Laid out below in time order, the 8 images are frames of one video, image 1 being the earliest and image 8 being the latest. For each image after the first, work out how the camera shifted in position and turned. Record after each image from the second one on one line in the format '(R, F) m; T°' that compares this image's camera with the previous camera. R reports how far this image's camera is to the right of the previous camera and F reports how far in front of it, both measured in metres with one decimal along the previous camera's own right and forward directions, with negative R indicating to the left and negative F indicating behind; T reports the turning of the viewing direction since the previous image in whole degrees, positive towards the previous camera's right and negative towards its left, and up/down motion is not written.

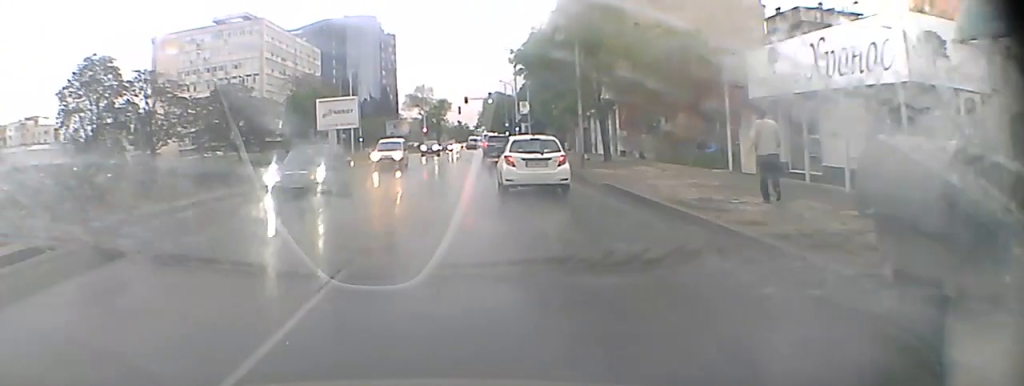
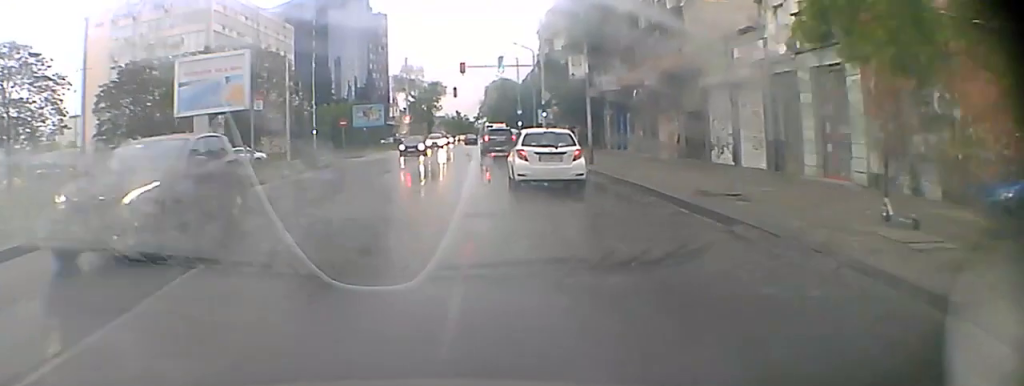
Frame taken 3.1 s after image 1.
(-0.4, +31.2) m; -2°
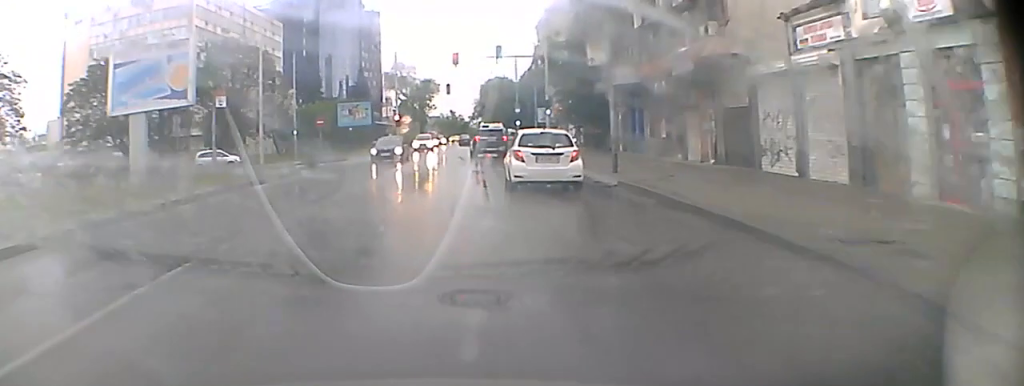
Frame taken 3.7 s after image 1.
(-0.1, +5.9) m; -1°
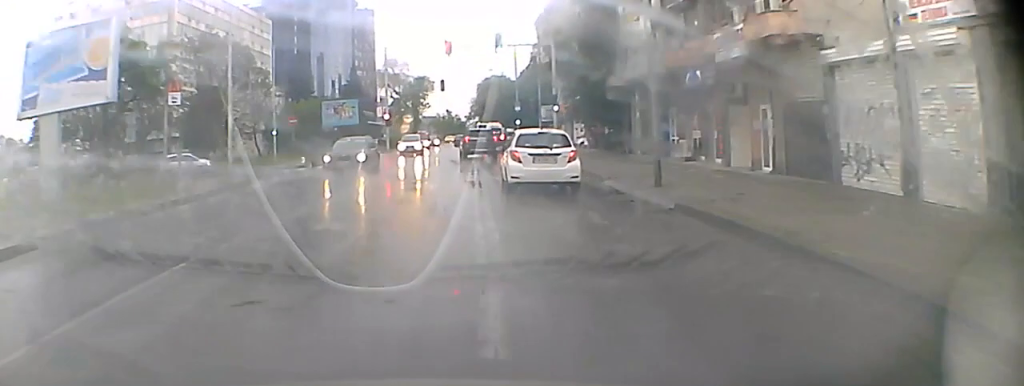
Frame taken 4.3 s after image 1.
(0.0, +5.8) m; -1°
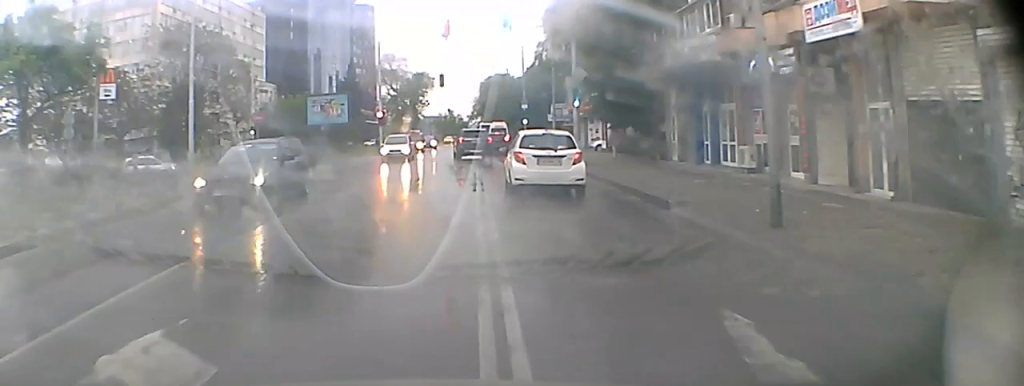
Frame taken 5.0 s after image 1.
(-0.1, +6.8) m; 0°
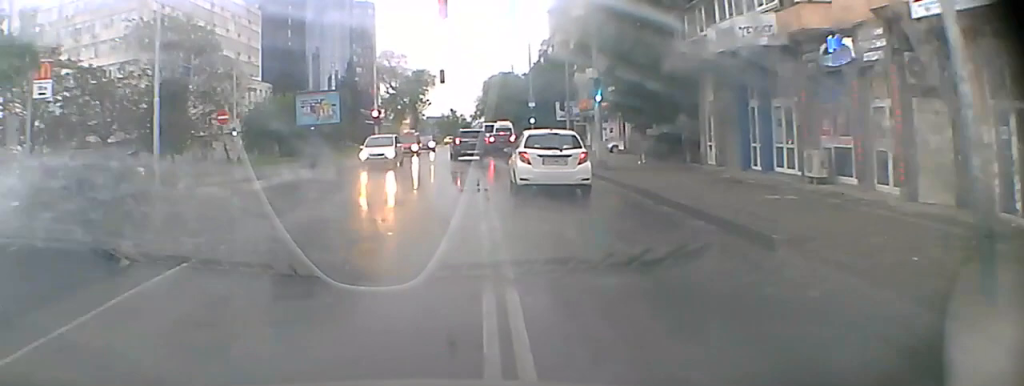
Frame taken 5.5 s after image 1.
(0.0, +4.8) m; 0°
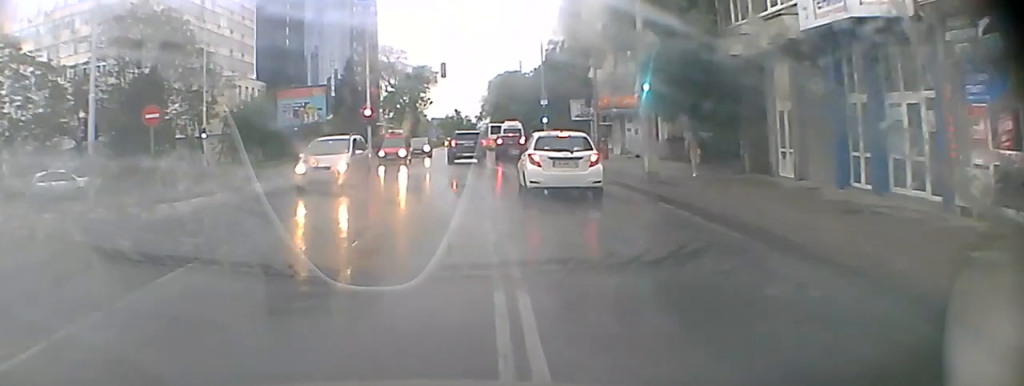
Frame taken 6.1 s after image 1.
(+0.1, +6.7) m; +2°
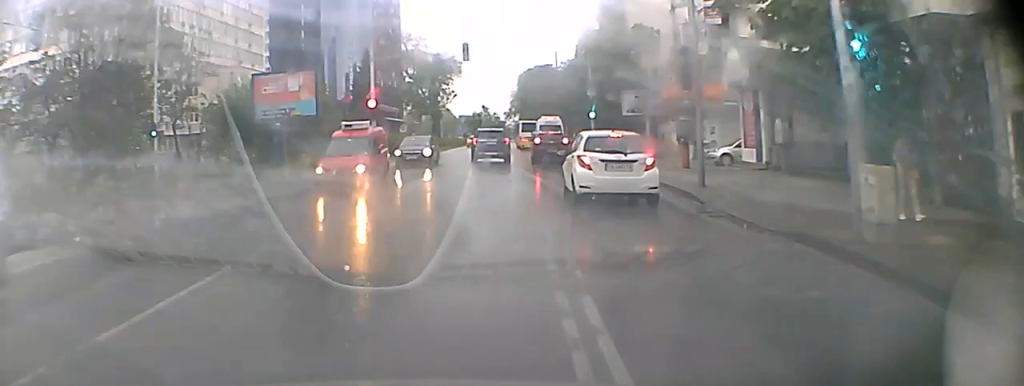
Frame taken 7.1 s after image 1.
(+0.2, +9.5) m; 0°
